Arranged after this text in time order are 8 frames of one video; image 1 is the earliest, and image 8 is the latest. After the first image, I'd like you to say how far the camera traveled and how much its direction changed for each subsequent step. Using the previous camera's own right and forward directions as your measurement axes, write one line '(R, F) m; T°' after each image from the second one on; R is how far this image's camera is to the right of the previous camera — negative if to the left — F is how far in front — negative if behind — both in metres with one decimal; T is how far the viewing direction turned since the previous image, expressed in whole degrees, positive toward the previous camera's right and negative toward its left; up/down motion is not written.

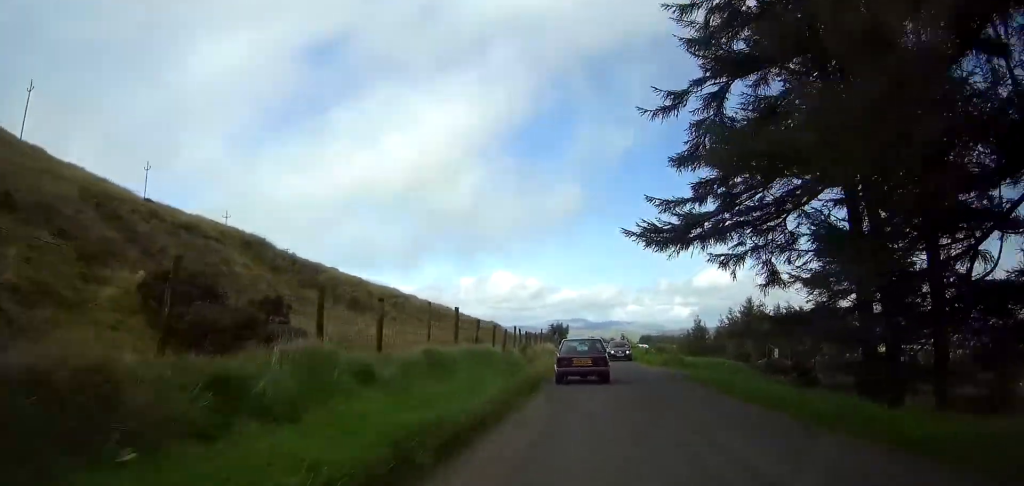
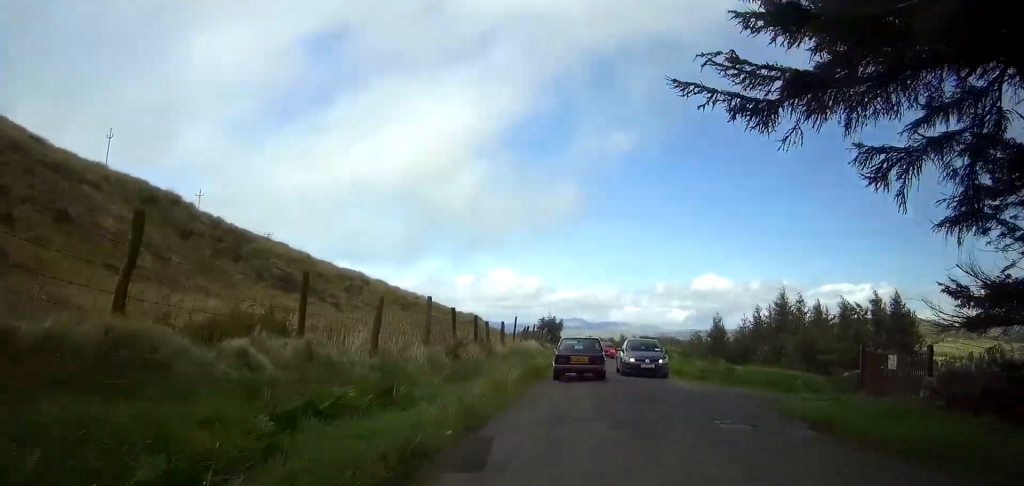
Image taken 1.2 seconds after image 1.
(-0.1, +13.6) m; -1°
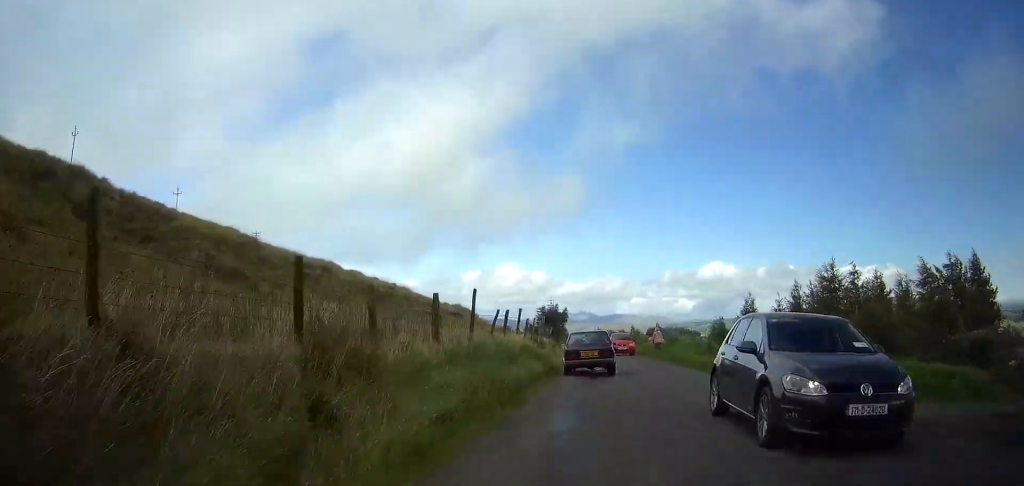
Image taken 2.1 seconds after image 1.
(0.0, +10.9) m; 0°
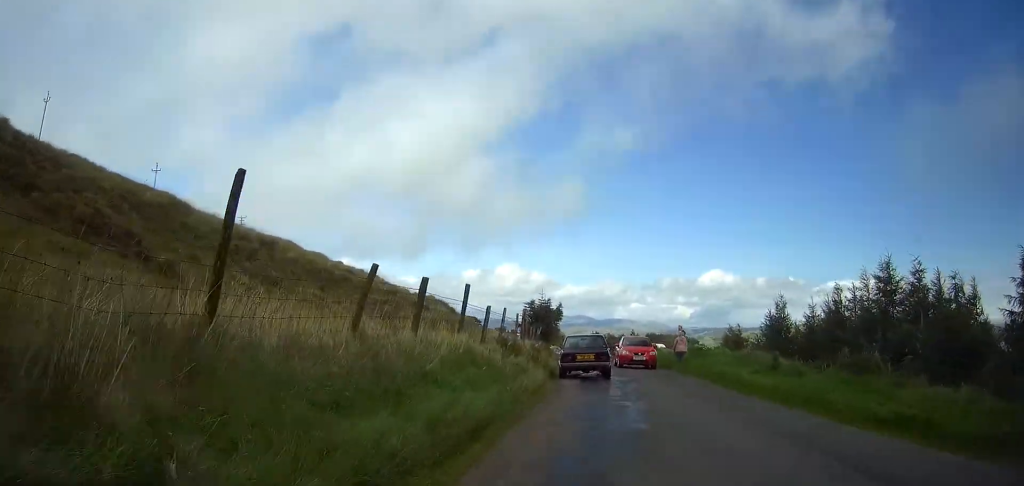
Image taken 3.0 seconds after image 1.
(0.0, +9.8) m; 0°
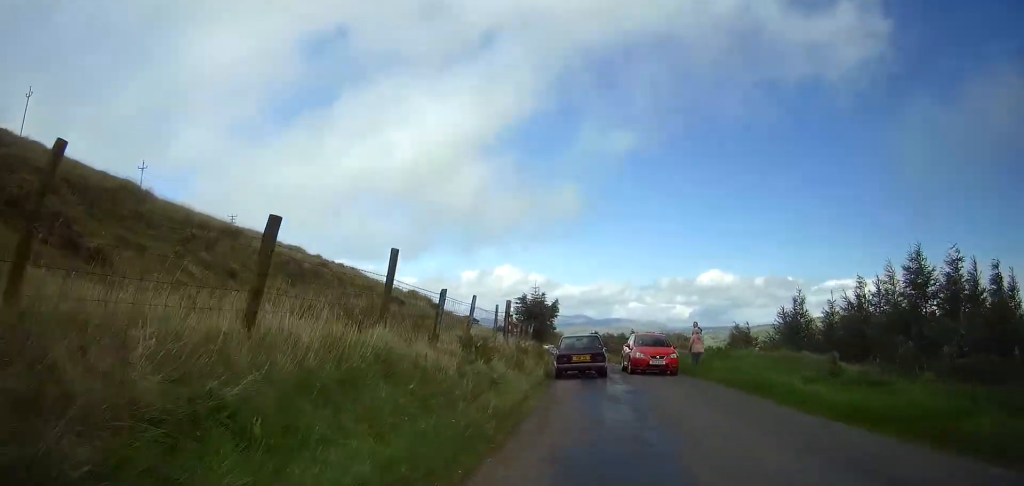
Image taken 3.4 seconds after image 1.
(0.0, +4.5) m; 0°
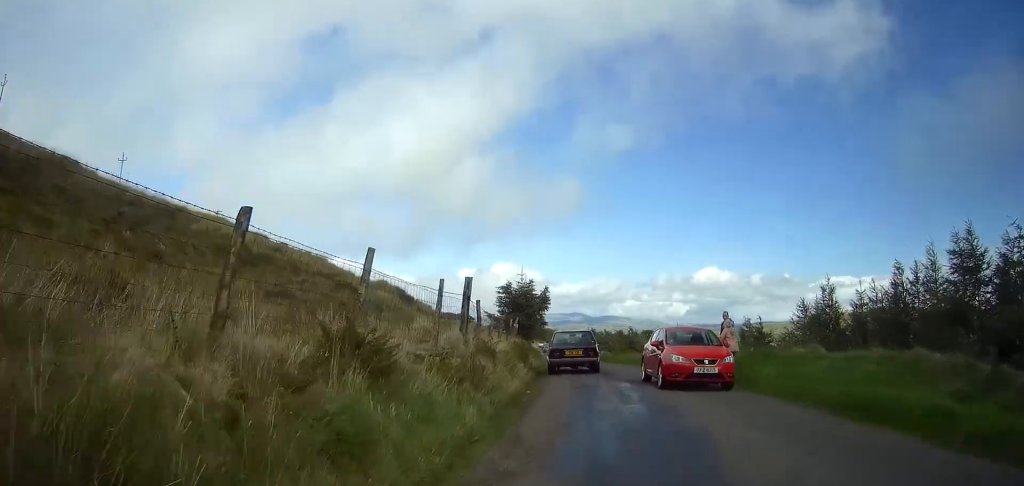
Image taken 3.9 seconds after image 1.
(0.0, +6.0) m; 0°
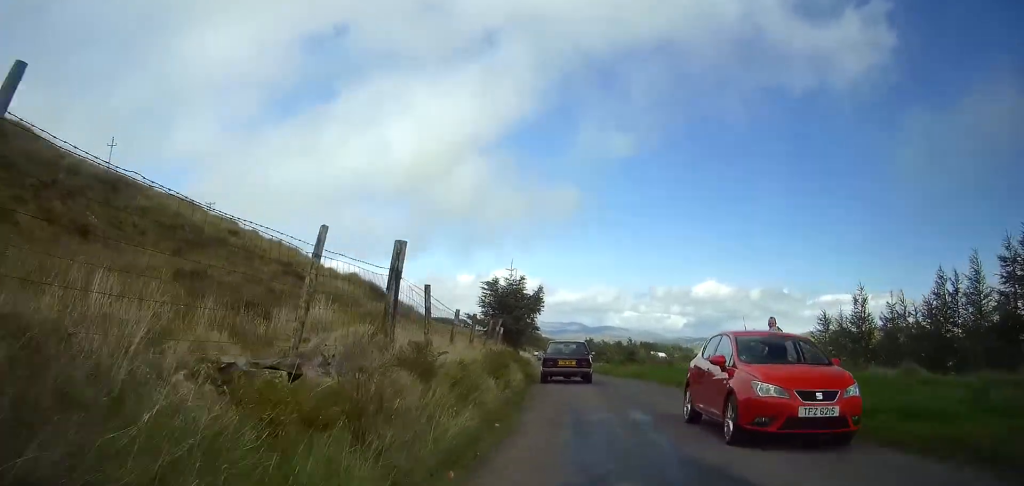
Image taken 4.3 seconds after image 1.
(0.0, +4.9) m; 0°
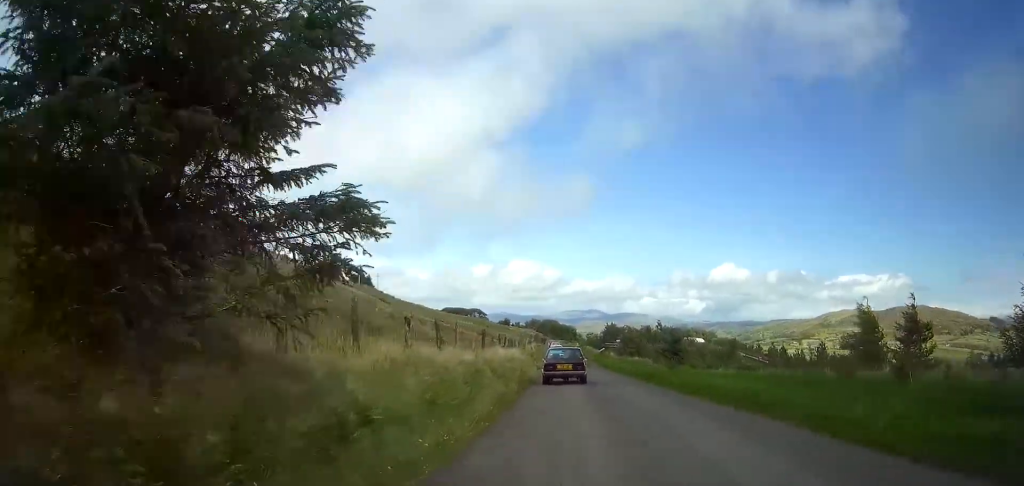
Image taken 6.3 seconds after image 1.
(-0.2, +23.9) m; -2°
